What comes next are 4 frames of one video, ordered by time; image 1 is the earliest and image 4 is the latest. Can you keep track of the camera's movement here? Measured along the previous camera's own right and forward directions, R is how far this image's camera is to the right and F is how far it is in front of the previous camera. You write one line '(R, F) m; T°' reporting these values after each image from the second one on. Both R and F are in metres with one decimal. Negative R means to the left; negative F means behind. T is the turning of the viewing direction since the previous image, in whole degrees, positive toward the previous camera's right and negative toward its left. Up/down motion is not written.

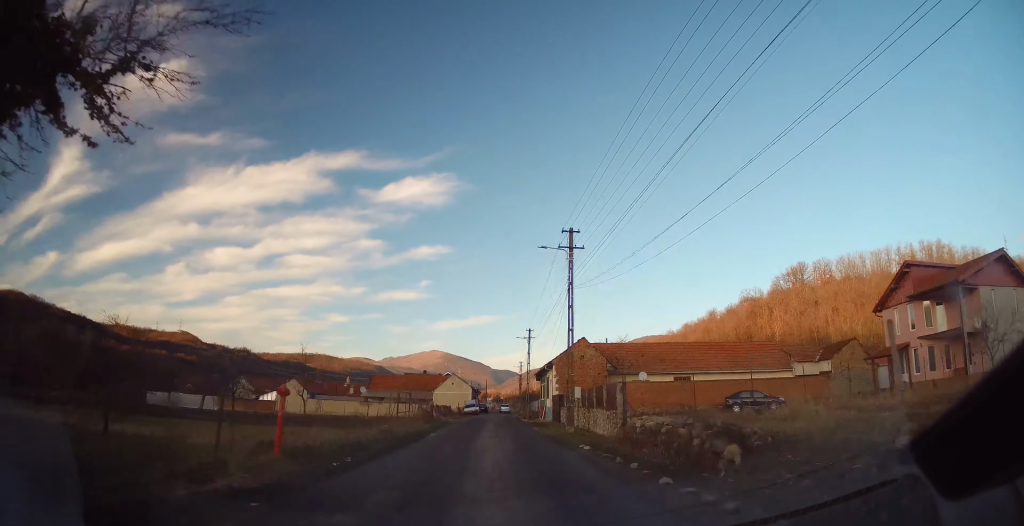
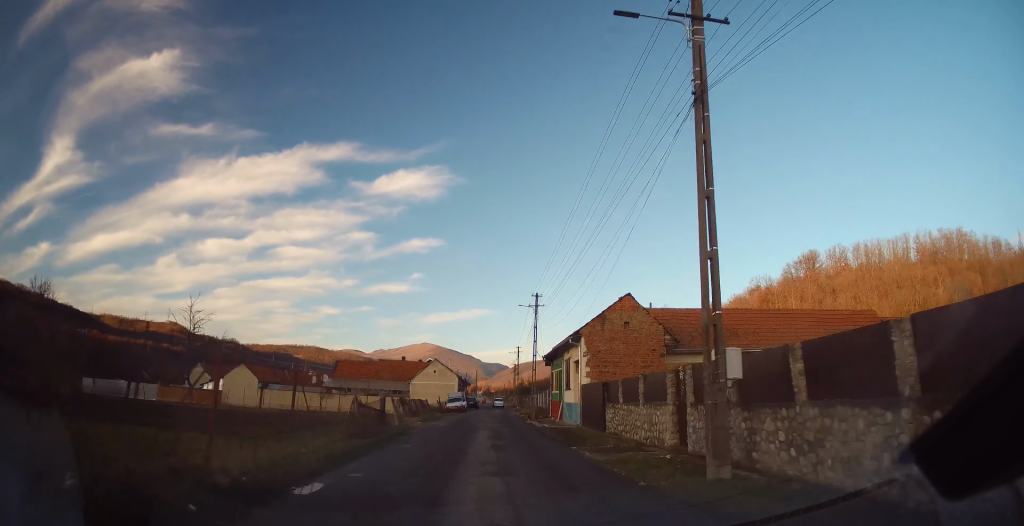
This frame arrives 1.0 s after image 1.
(0.0, +15.4) m; +1°
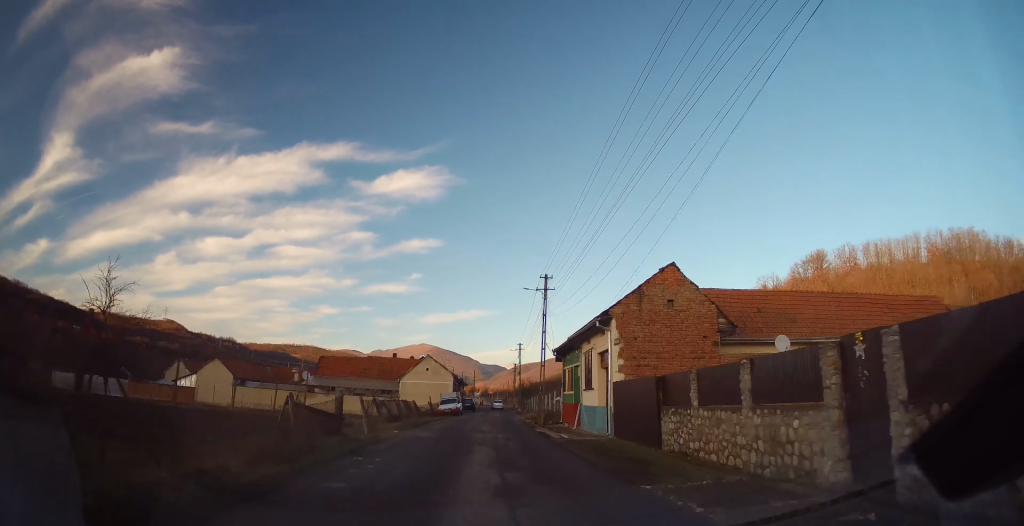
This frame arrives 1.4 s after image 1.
(+0.1, +6.5) m; +1°
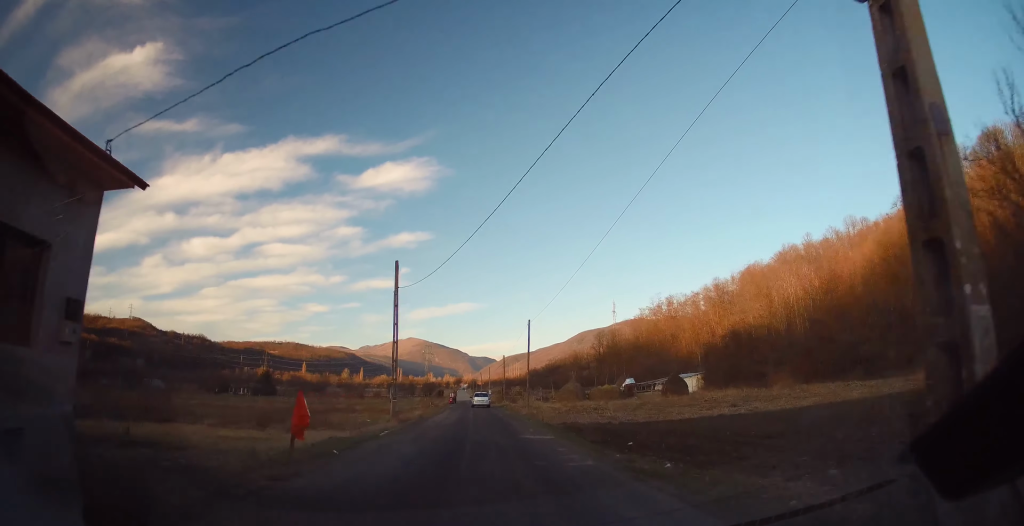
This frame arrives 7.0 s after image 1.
(+2.1, +96.6) m; +1°
